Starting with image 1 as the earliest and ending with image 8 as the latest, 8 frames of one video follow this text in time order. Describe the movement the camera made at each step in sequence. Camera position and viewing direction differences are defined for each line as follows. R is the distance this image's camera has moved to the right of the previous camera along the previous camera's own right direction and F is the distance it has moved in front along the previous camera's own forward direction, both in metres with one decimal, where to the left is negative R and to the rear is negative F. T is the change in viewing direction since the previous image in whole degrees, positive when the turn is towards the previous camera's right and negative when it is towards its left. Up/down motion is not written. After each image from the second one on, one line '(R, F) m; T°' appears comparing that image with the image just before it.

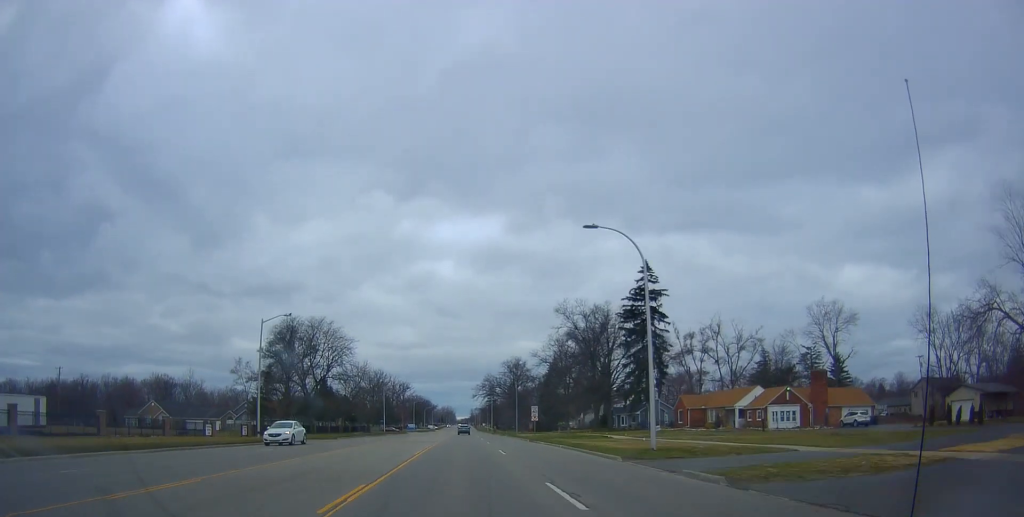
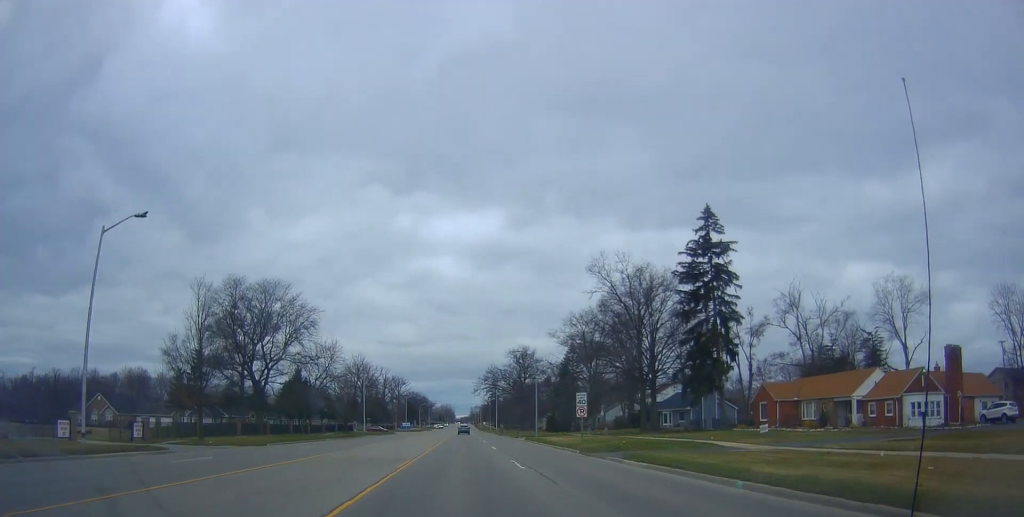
(+0.3, +22.5) m; -1°
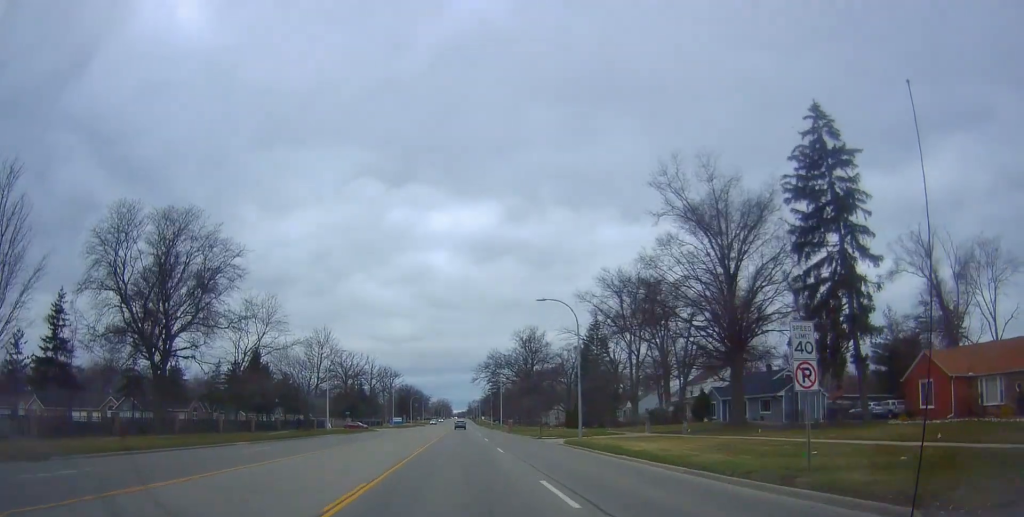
(-0.4, +23.1) m; 0°
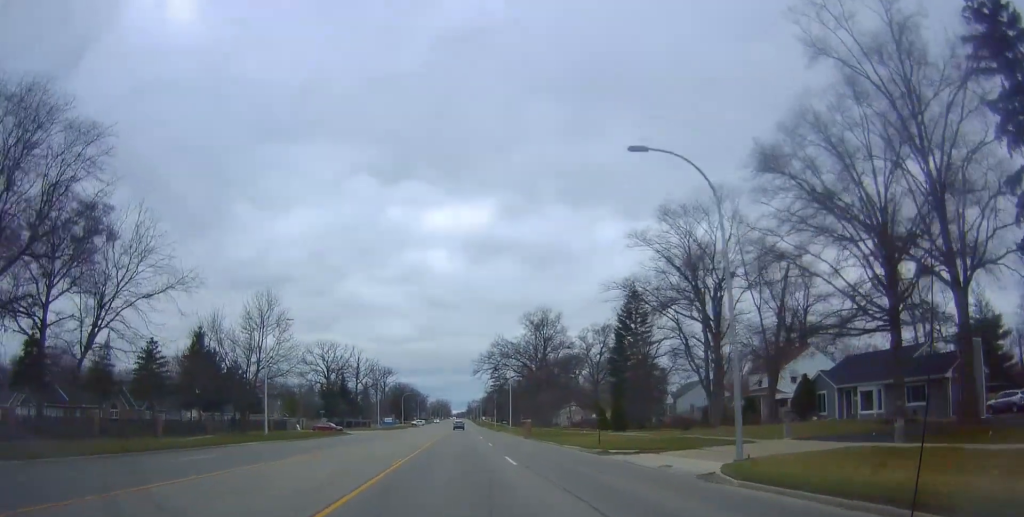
(+0.5, +21.6) m; +1°
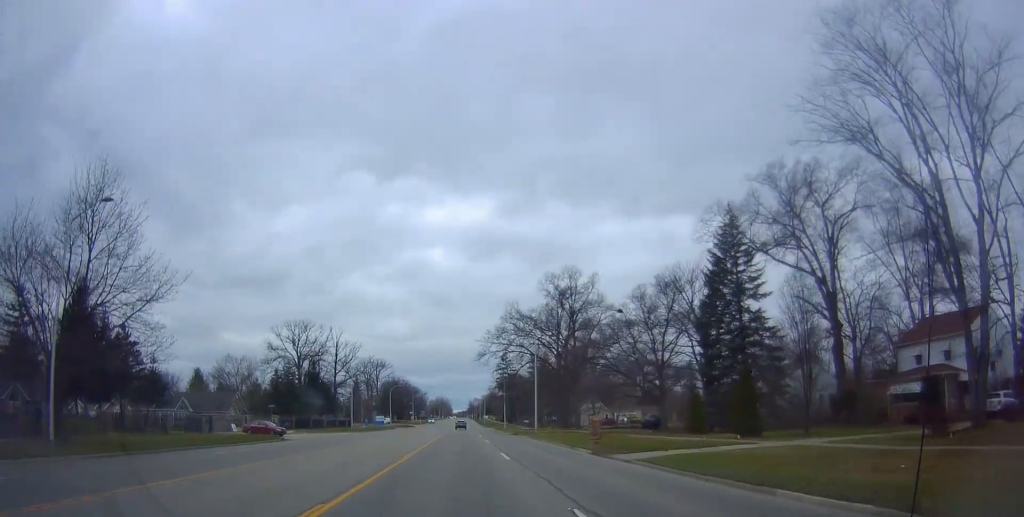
(-0.3, +27.6) m; 0°
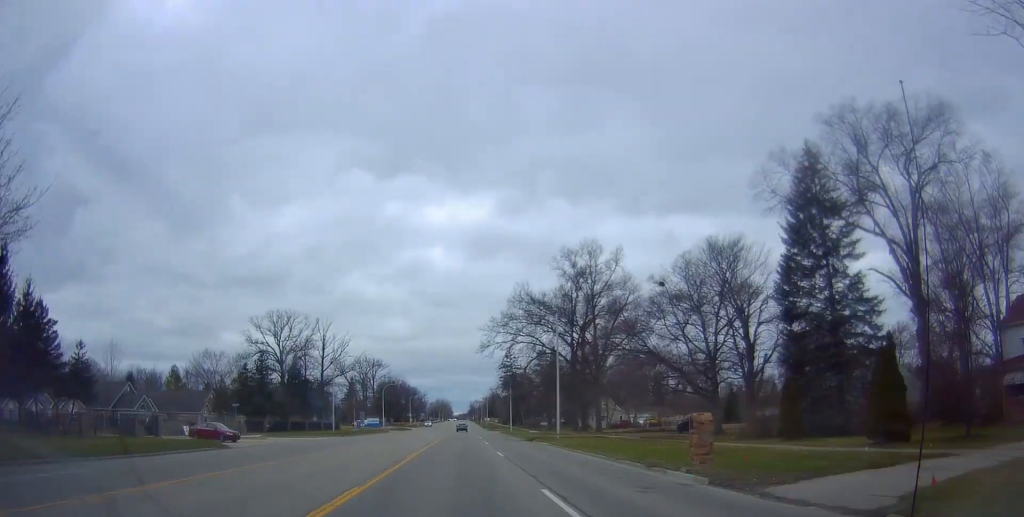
(+0.3, +12.5) m; 0°
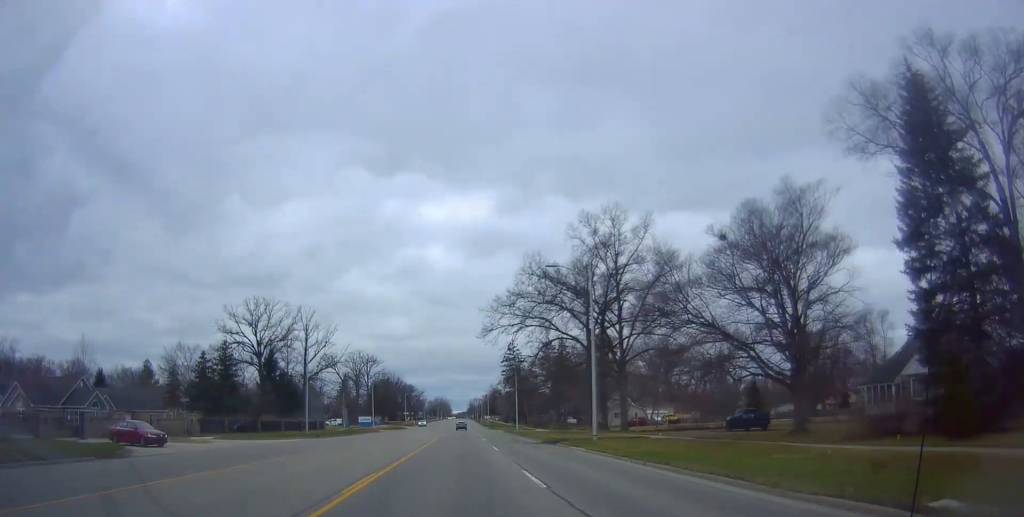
(-0.3, +11.8) m; -1°
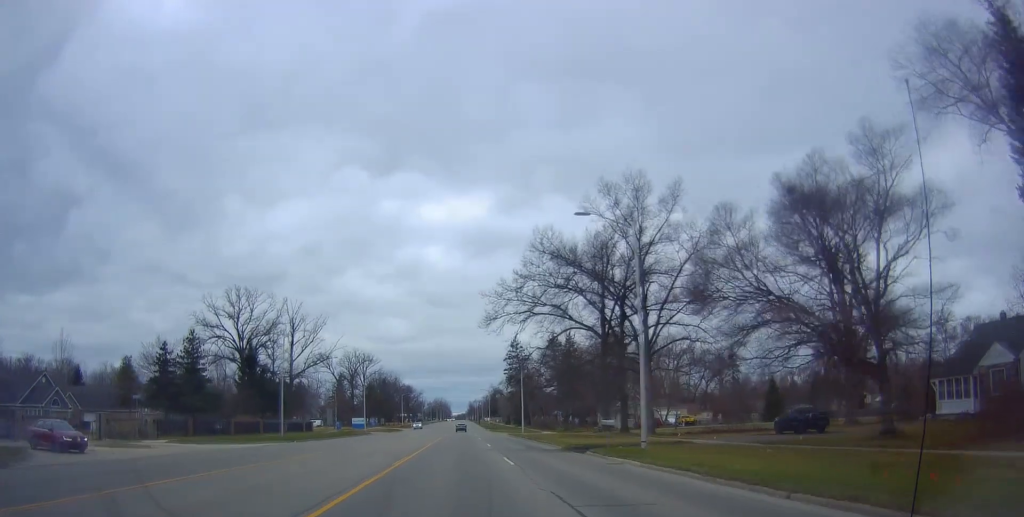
(-0.1, +8.3) m; 0°
